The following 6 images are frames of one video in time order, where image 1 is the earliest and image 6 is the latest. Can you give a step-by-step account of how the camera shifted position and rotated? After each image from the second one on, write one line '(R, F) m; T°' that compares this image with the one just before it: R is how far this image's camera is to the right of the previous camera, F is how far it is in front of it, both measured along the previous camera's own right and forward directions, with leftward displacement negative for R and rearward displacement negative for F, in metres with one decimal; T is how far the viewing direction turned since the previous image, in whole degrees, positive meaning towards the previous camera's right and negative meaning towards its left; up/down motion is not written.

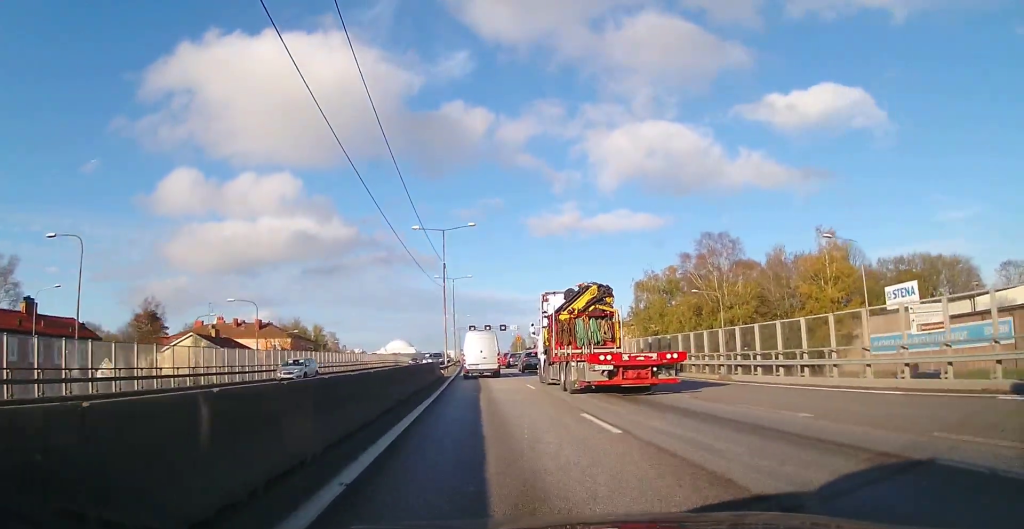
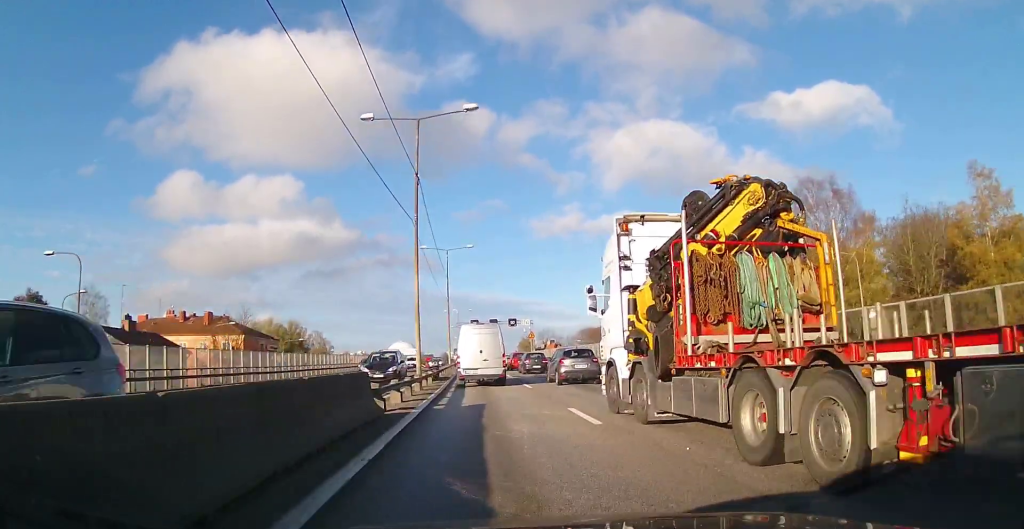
(-0.1, +22.2) m; -1°
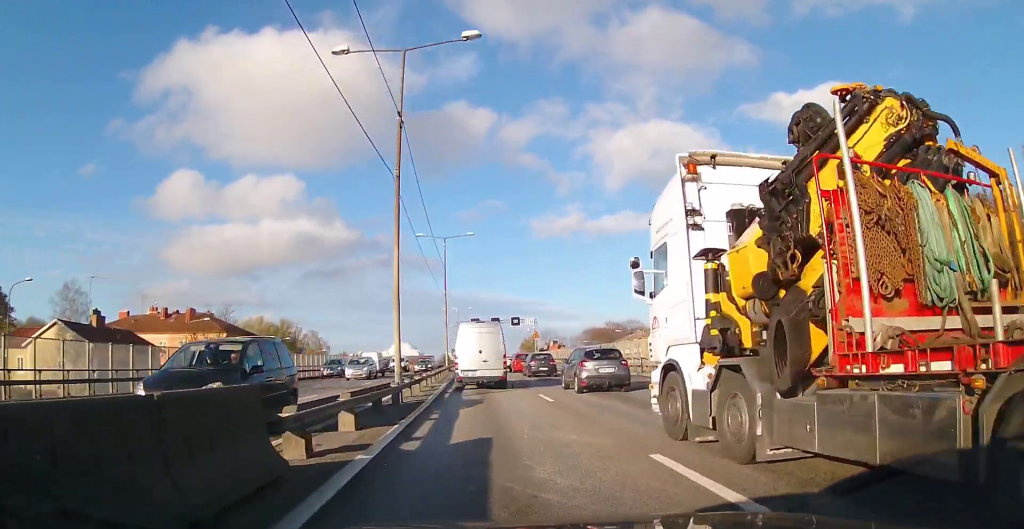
(0.0, +6.0) m; 0°
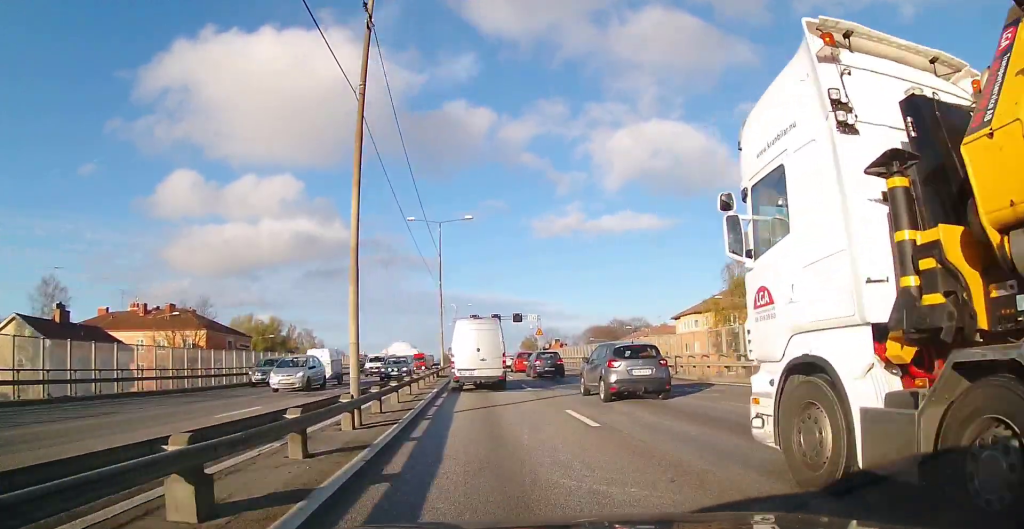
(0.0, +5.6) m; 0°
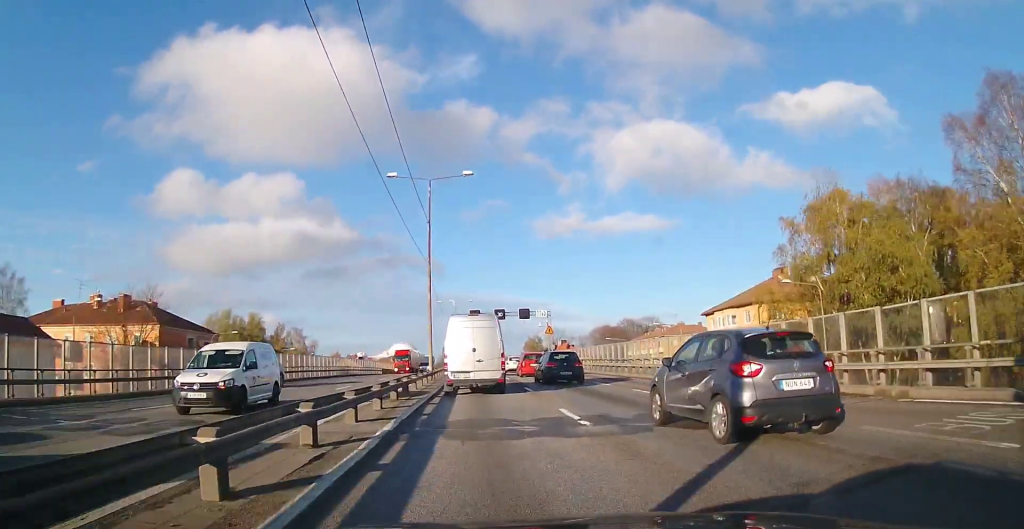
(+0.1, +10.9) m; 0°
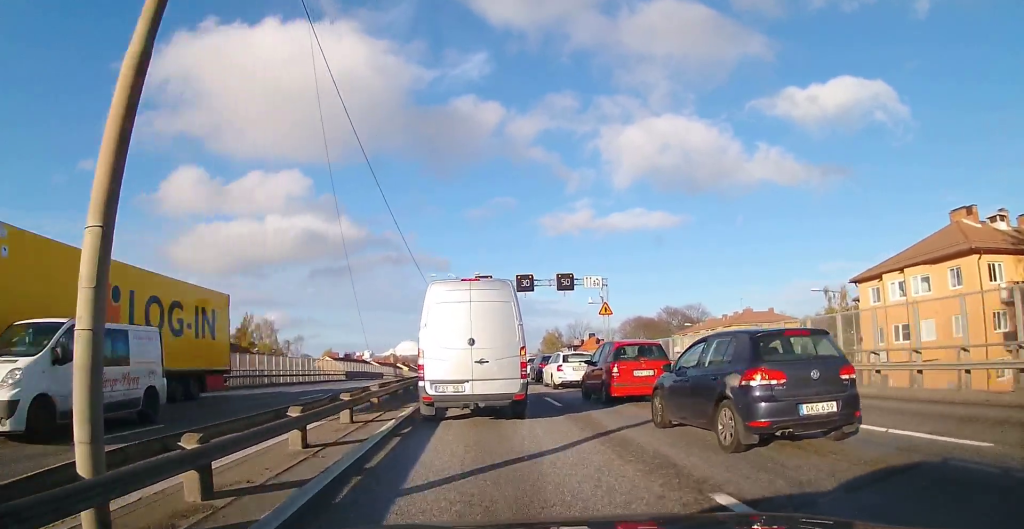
(-0.6, +28.0) m; -2°
